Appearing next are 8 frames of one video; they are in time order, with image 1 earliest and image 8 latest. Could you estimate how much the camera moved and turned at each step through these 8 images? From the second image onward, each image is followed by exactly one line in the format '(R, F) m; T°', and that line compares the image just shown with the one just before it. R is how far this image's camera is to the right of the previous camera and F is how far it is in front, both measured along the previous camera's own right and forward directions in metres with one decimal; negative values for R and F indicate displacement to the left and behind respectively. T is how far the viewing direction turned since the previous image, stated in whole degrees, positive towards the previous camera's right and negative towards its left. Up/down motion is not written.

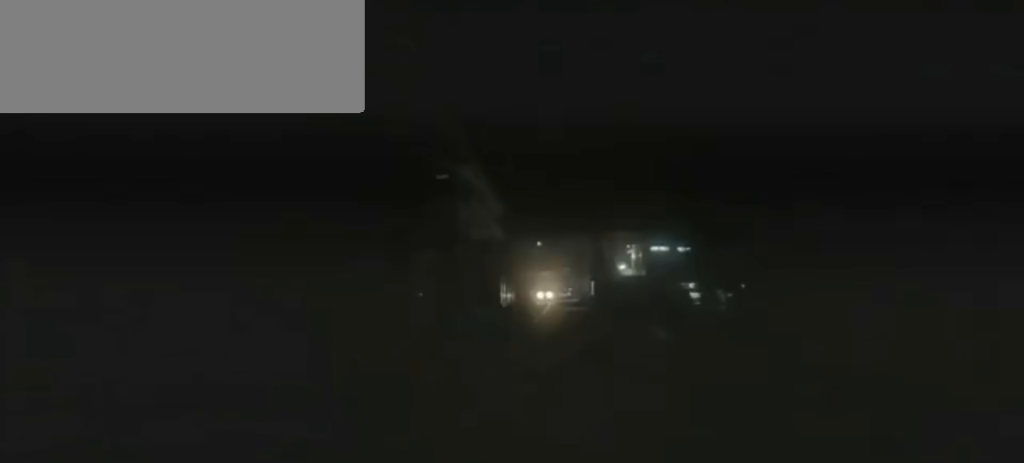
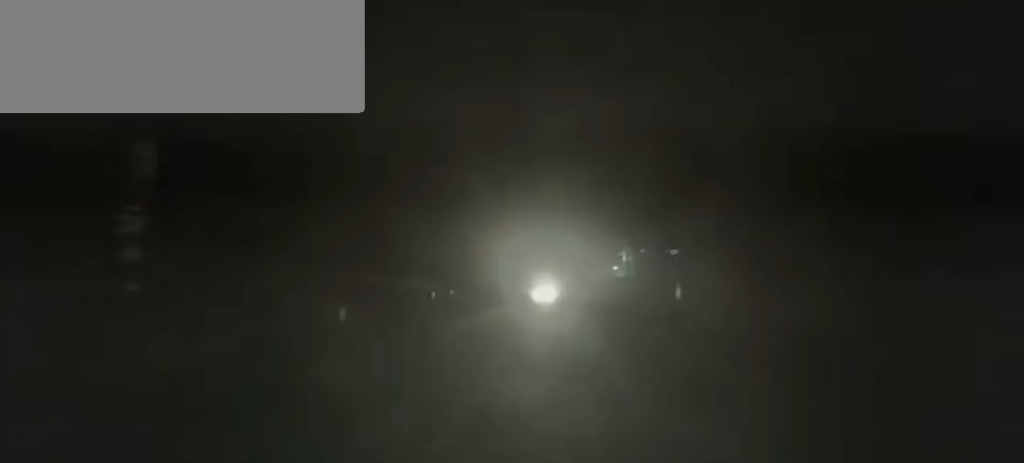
(0.0, +5.8) m; 0°
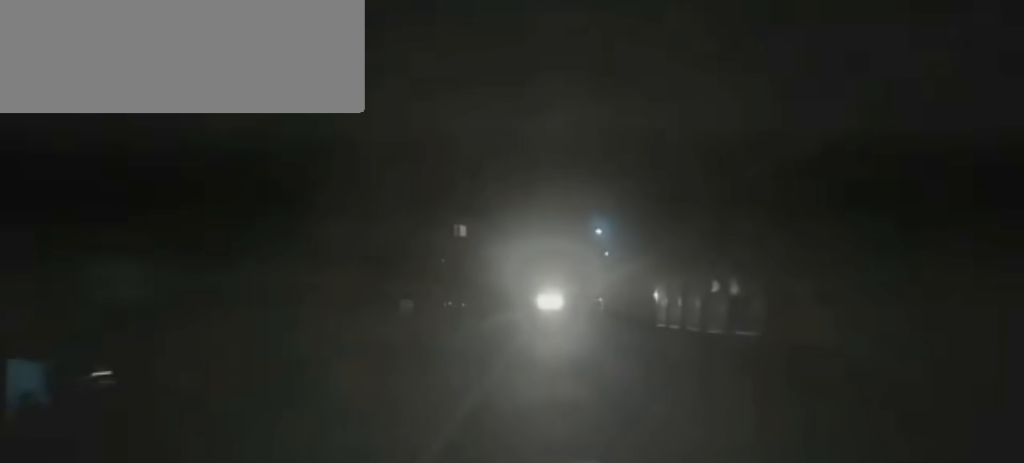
(+0.3, +34.5) m; 0°
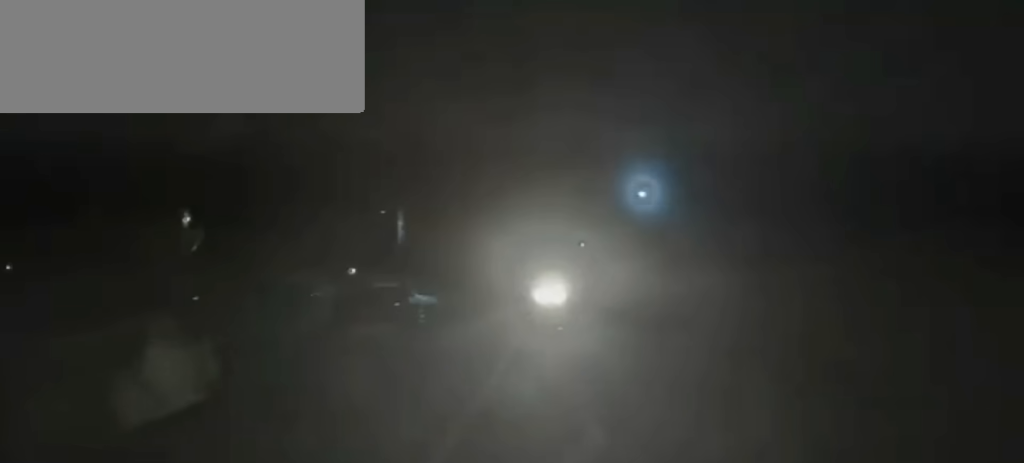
(-0.3, +21.1) m; 0°
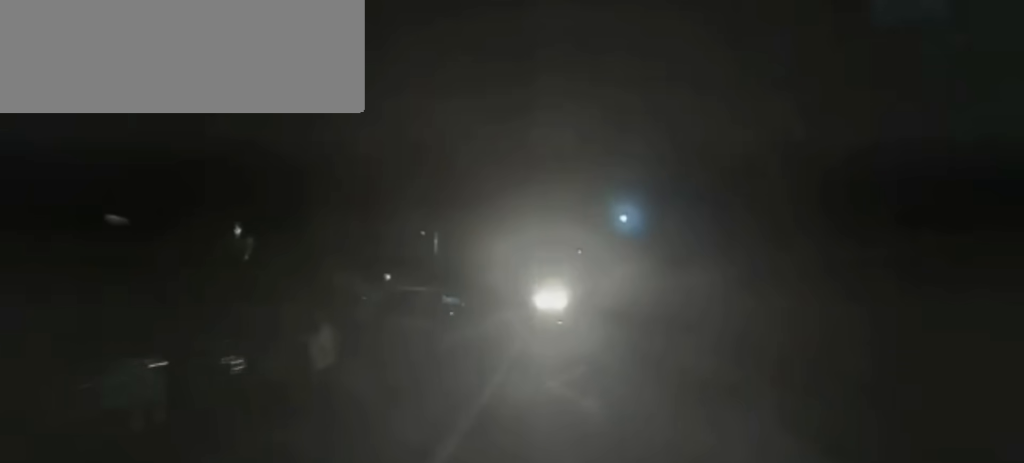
(0.0, +5.9) m; 0°
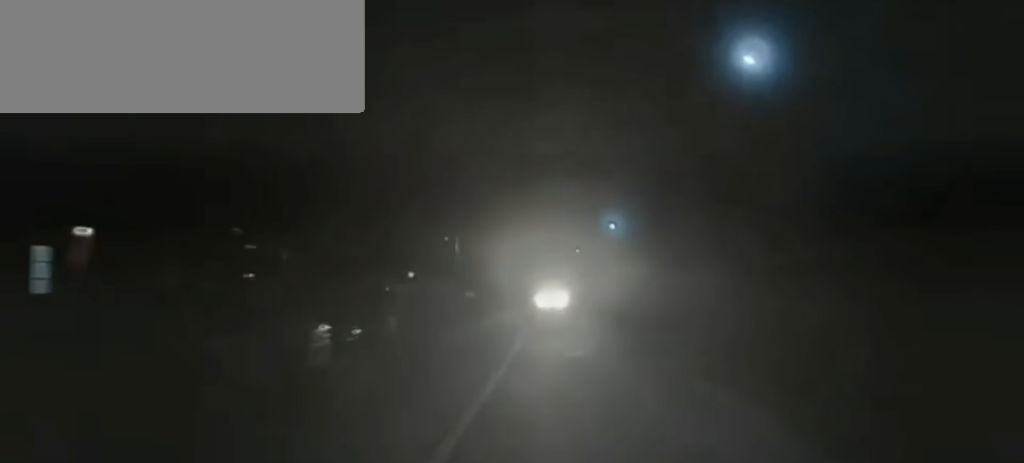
(0.0, +5.6) m; 0°
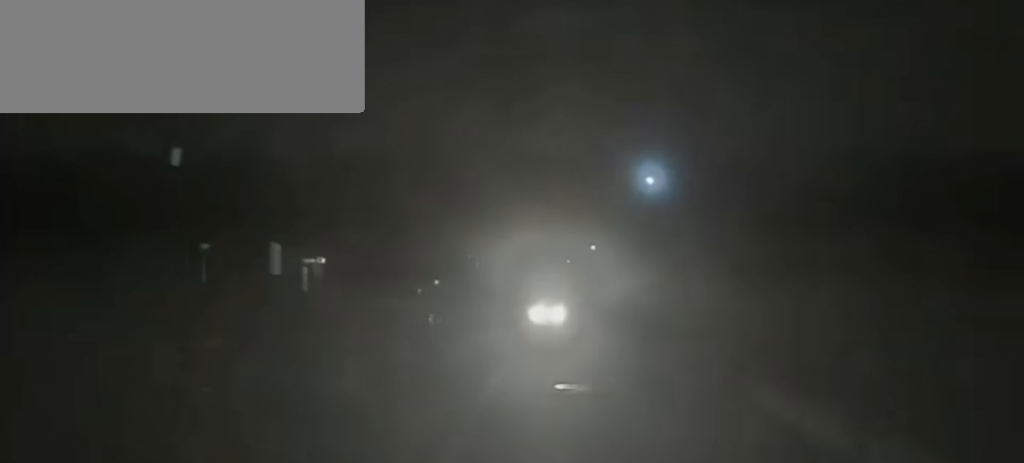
(+0.1, +11.1) m; -1°
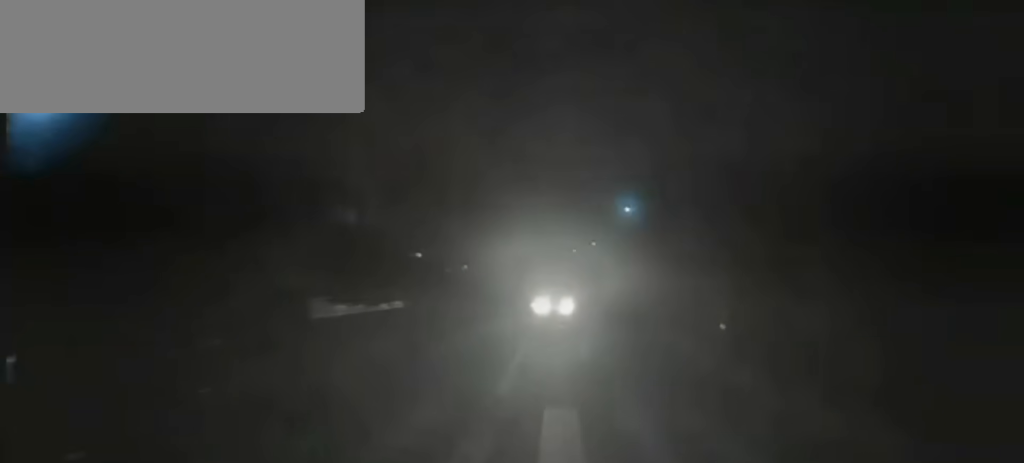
(-0.1, +10.8) m; -3°
